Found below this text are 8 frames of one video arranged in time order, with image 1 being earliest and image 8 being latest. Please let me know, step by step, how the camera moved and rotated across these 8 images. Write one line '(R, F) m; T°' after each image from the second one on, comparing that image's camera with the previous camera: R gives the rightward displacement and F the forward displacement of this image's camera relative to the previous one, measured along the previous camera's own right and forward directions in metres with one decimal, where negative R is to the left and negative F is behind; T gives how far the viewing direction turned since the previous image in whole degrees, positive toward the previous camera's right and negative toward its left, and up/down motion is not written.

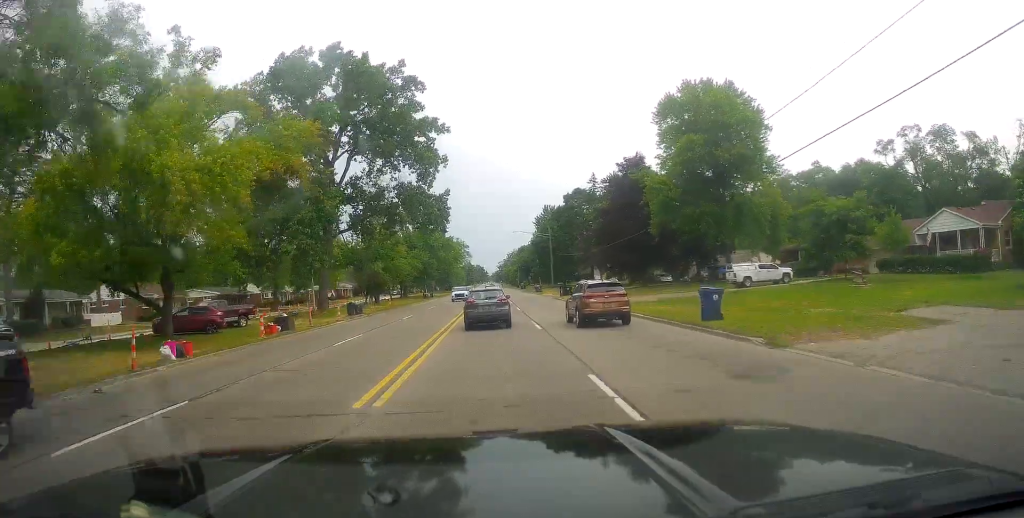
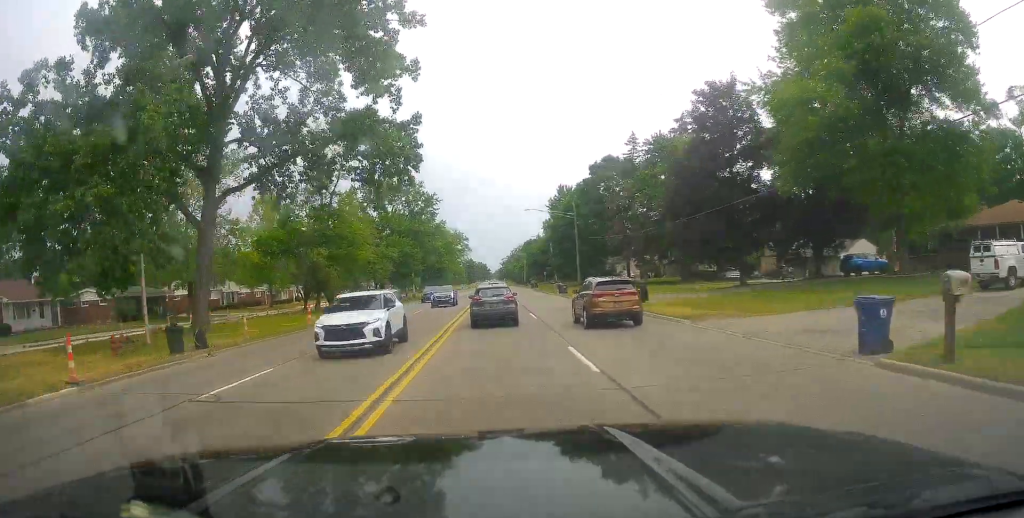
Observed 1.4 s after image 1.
(+0.1, +26.7) m; +2°
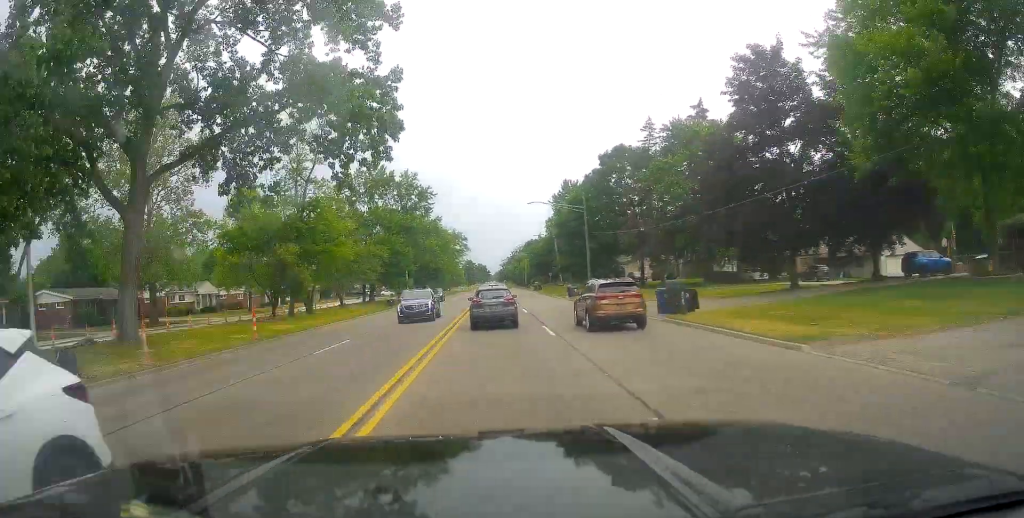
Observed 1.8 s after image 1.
(+0.1, +7.6) m; 0°
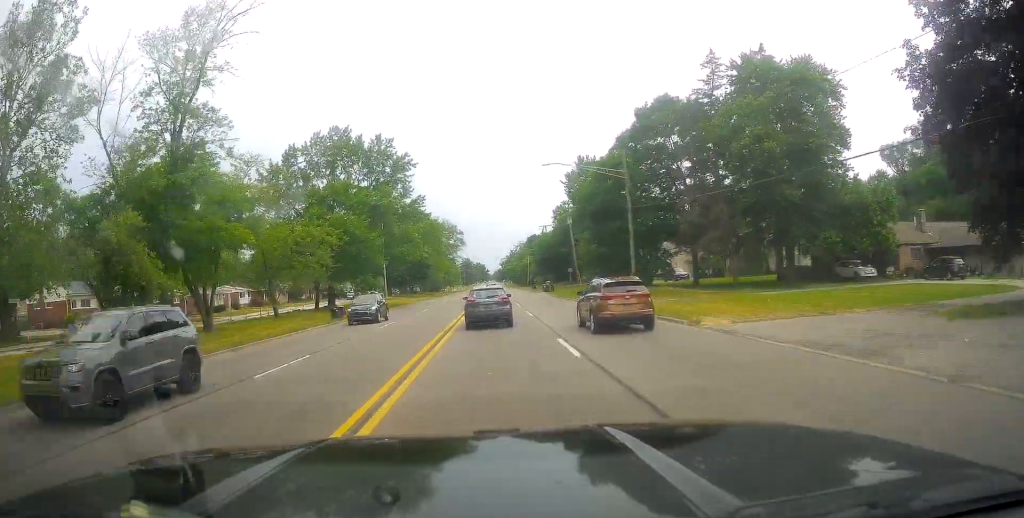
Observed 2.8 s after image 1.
(+0.2, +20.2) m; -1°
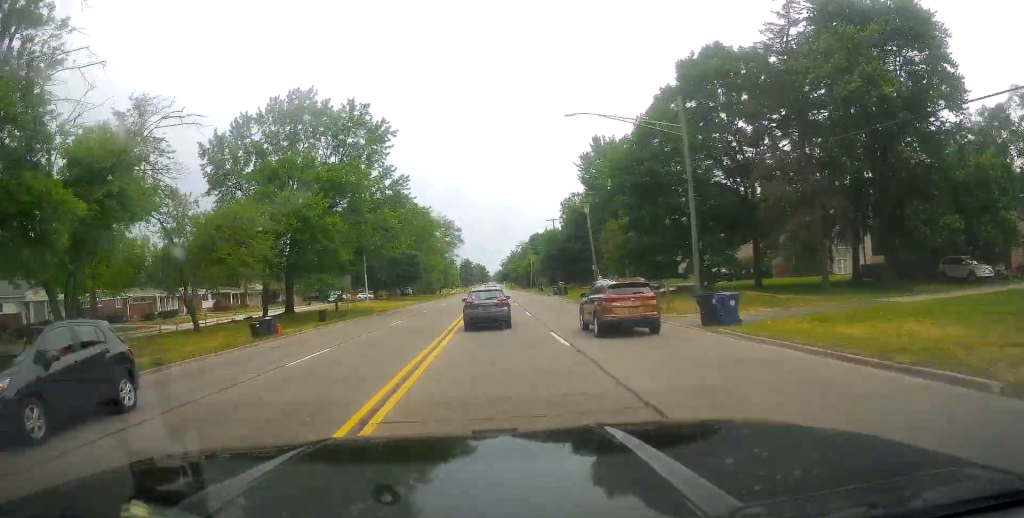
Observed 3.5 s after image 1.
(0.0, +13.3) m; -1°
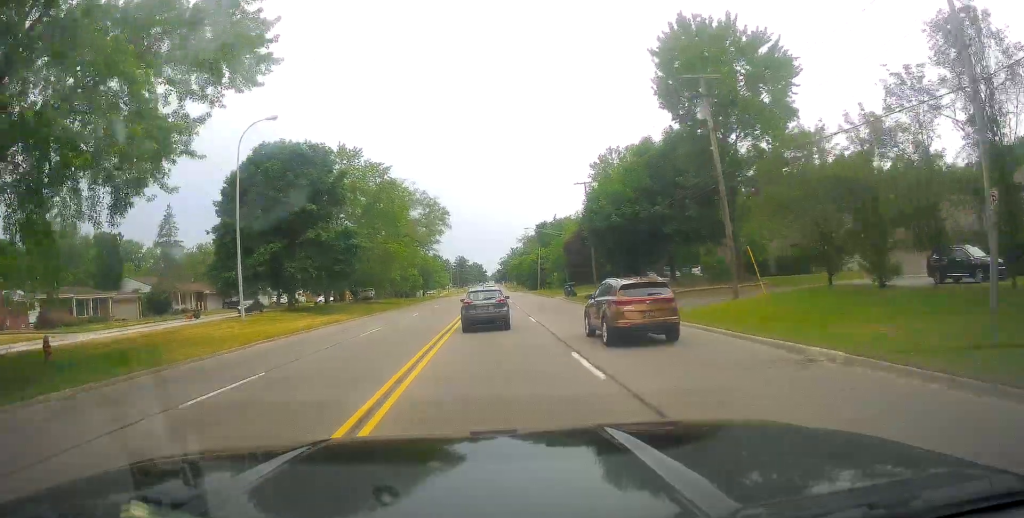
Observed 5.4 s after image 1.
(+0.1, +35.9) m; 0°
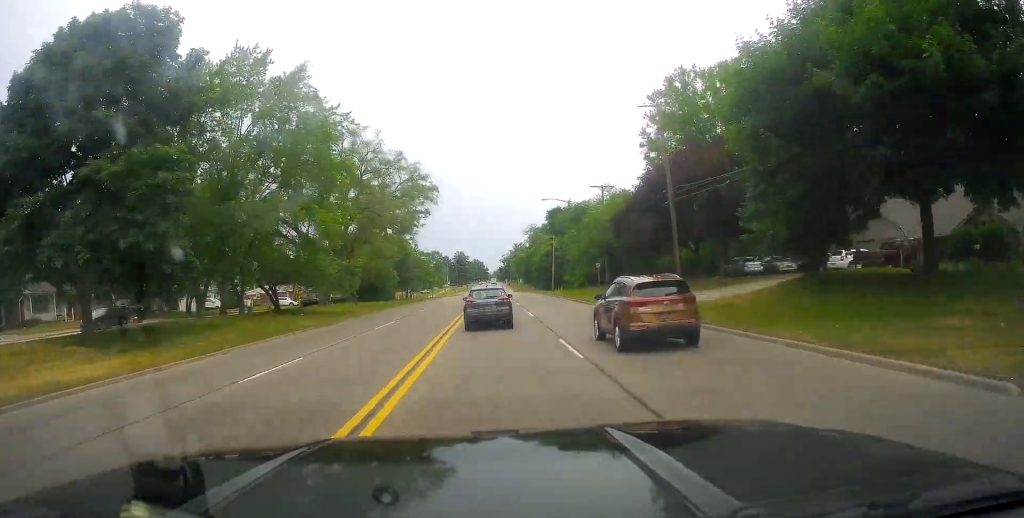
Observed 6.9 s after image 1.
(-0.3, +28.4) m; +1°
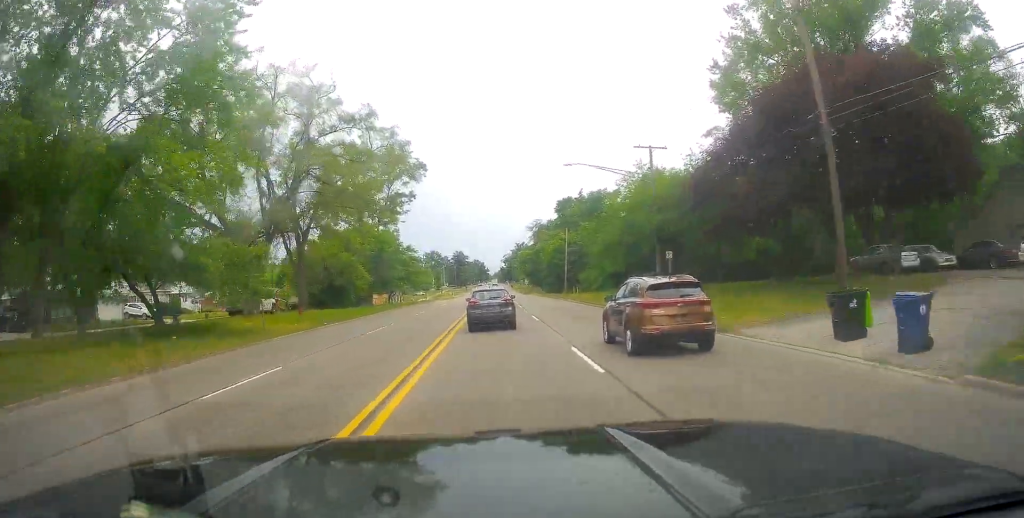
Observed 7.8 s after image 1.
(+0.2, +17.7) m; +1°
